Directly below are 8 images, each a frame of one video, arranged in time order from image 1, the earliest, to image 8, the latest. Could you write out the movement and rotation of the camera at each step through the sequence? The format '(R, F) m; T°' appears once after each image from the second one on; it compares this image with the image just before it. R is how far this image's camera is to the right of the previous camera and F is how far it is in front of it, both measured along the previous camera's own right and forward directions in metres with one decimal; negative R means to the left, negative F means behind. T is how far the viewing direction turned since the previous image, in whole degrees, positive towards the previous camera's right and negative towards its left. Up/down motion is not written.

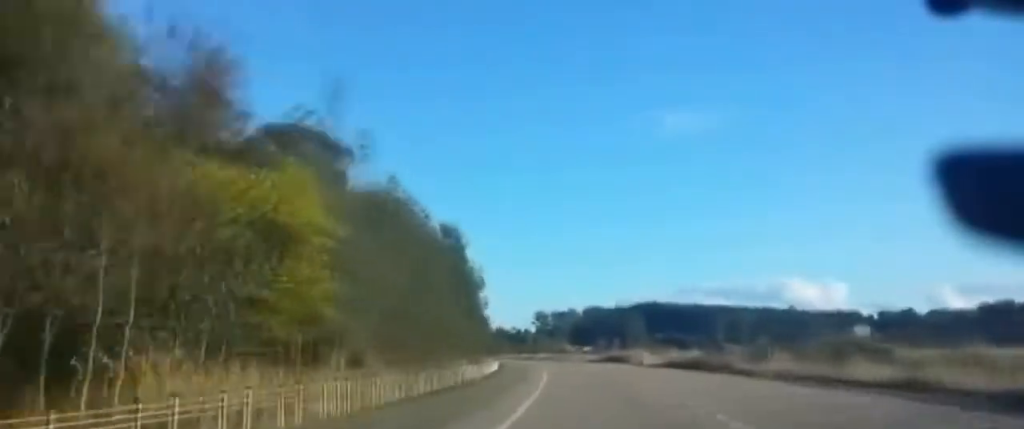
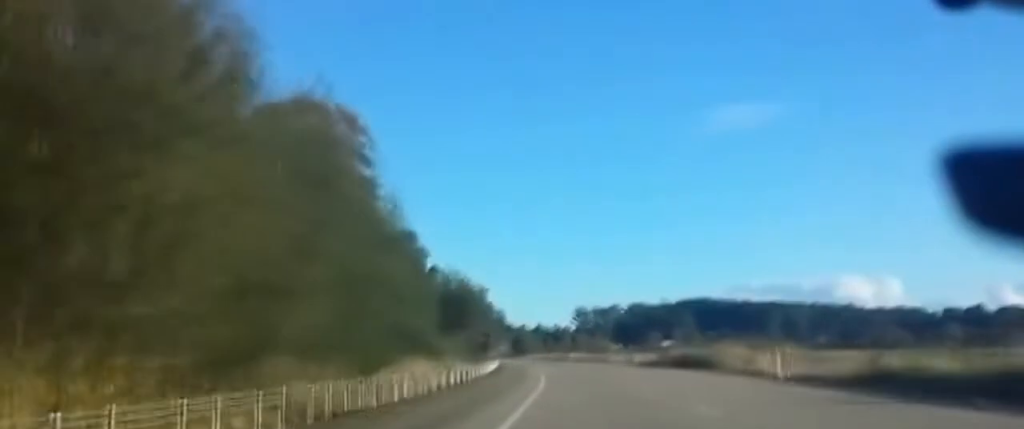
(-0.2, +44.6) m; -2°
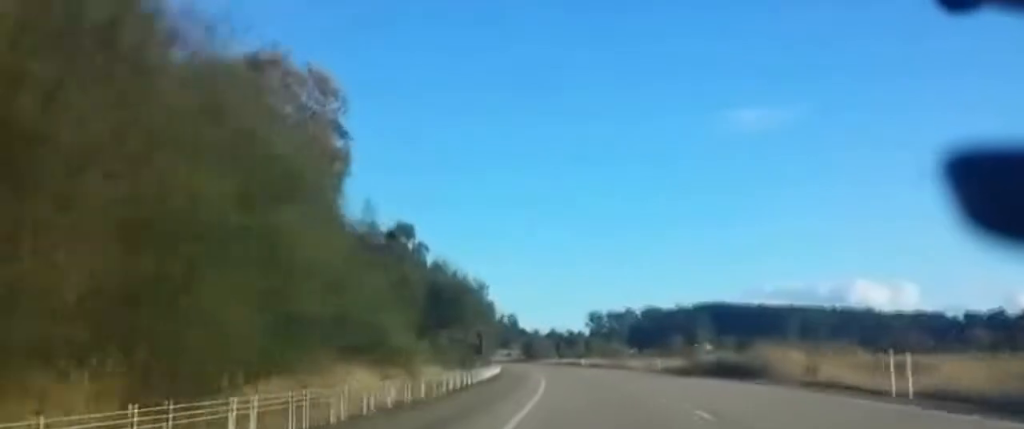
(-0.3, +13.1) m; -1°
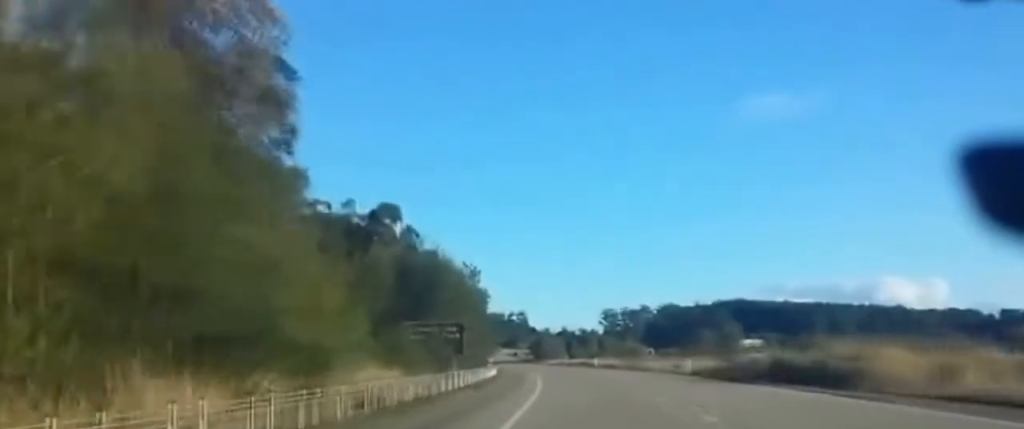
(-0.1, +13.0) m; -1°
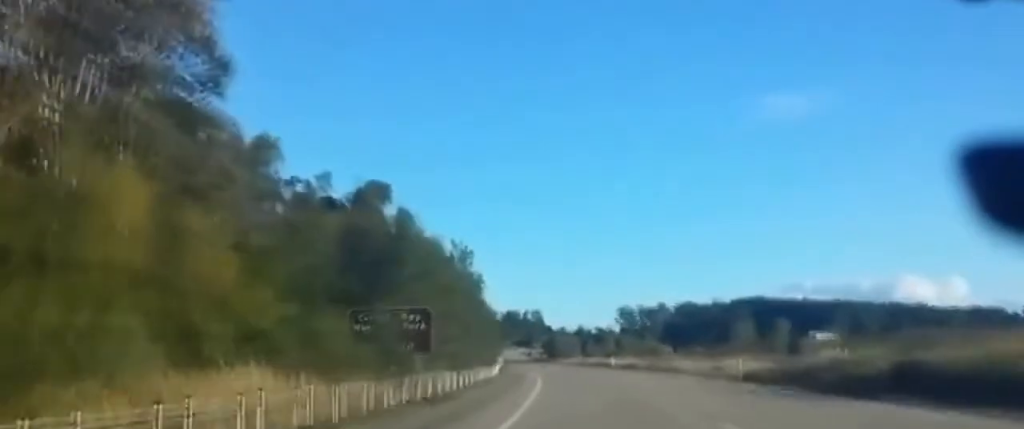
(-0.1, +15.0) m; -1°
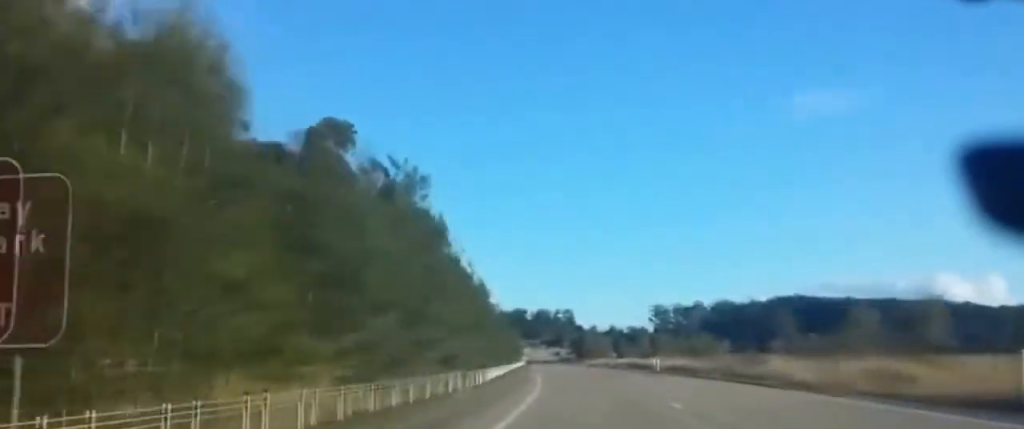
(-0.3, +28.9) m; -1°
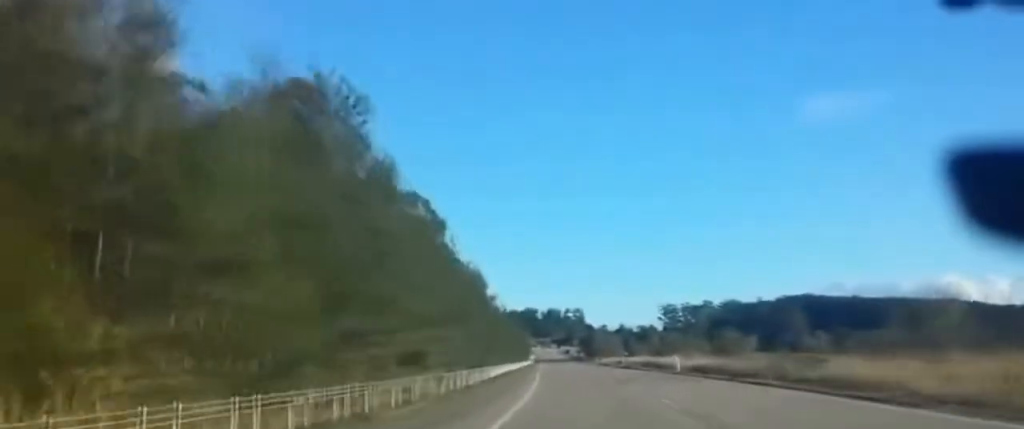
(0.0, +12.9) m; -1°
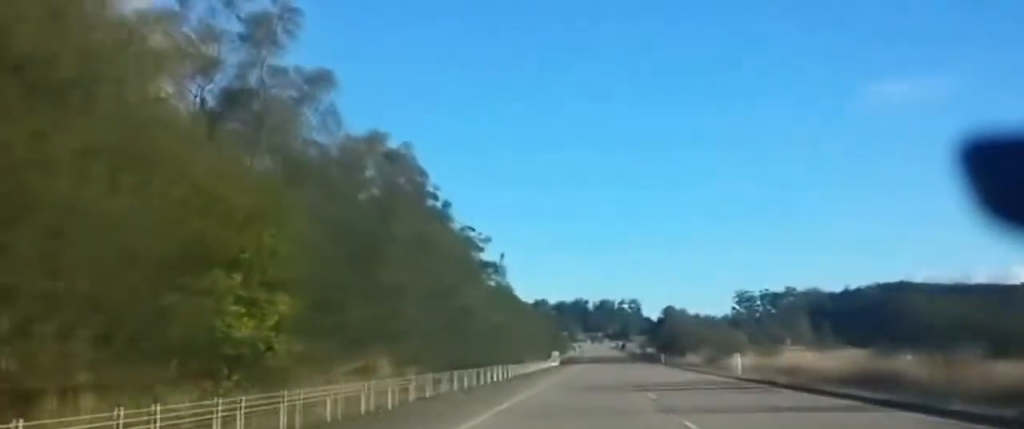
(-3.3, +105.9) m; -2°
